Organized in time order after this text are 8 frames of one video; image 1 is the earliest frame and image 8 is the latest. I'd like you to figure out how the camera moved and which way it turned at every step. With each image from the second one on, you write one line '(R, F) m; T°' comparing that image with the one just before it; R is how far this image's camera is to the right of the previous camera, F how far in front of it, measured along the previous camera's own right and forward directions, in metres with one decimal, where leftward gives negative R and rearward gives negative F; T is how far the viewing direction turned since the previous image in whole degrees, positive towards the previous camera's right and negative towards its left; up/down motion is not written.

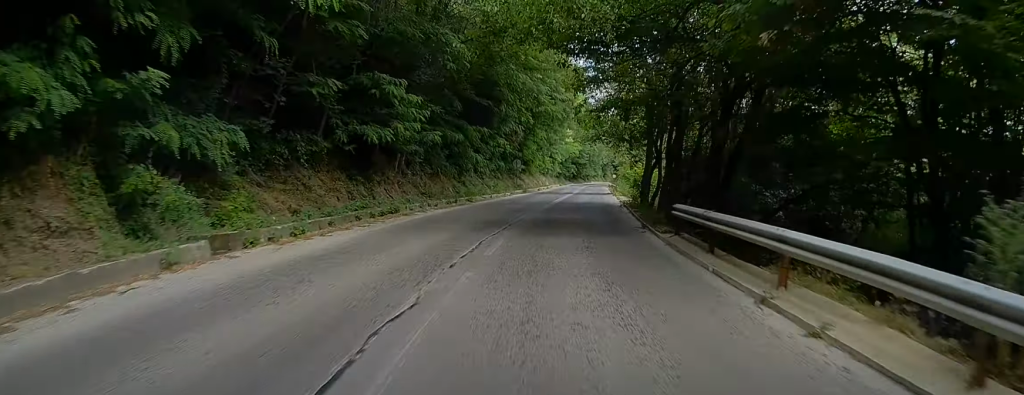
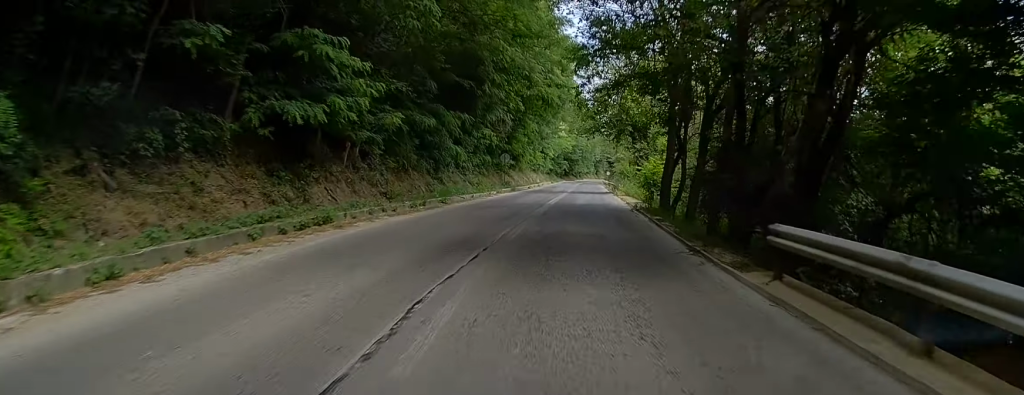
(+0.1, +7.0) m; +1°
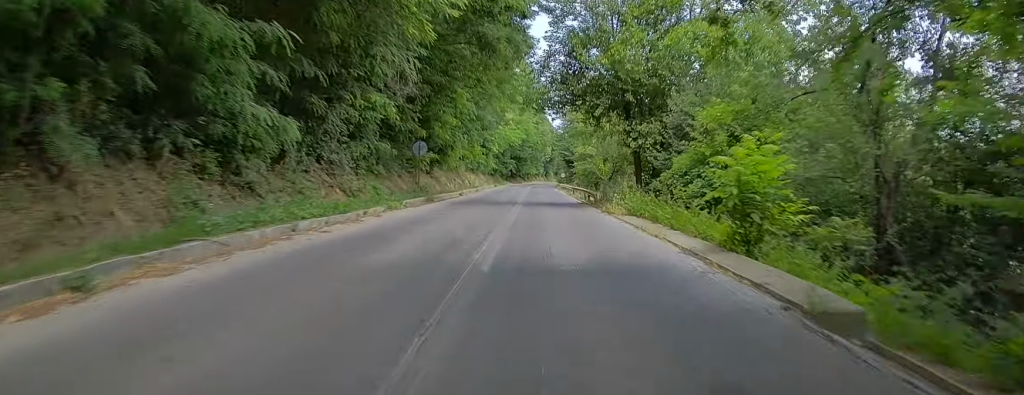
(+0.8, +21.5) m; +3°
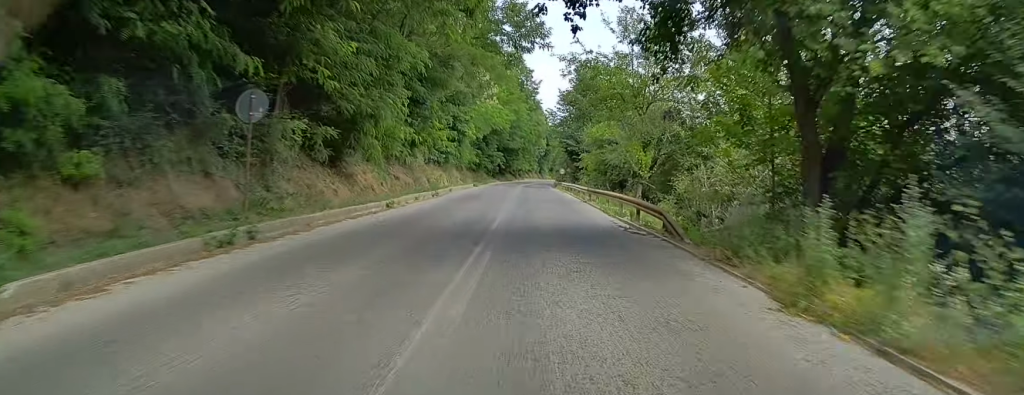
(+0.2, +21.5) m; 0°
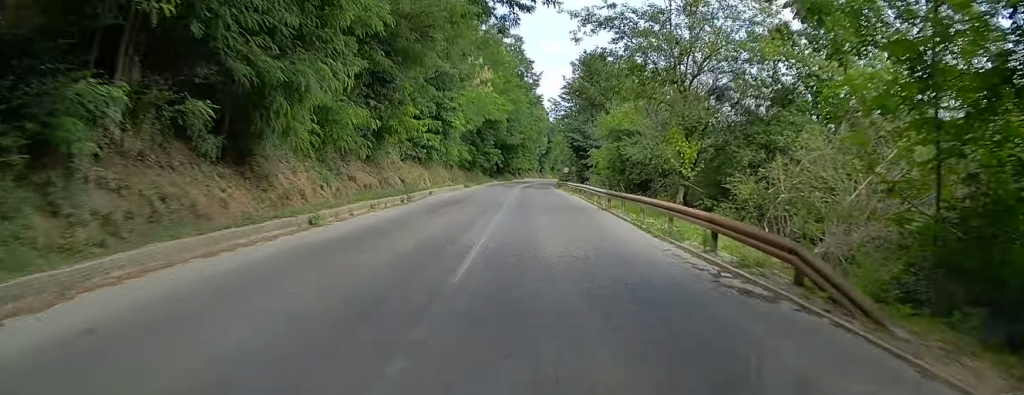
(0.0, +8.7) m; 0°
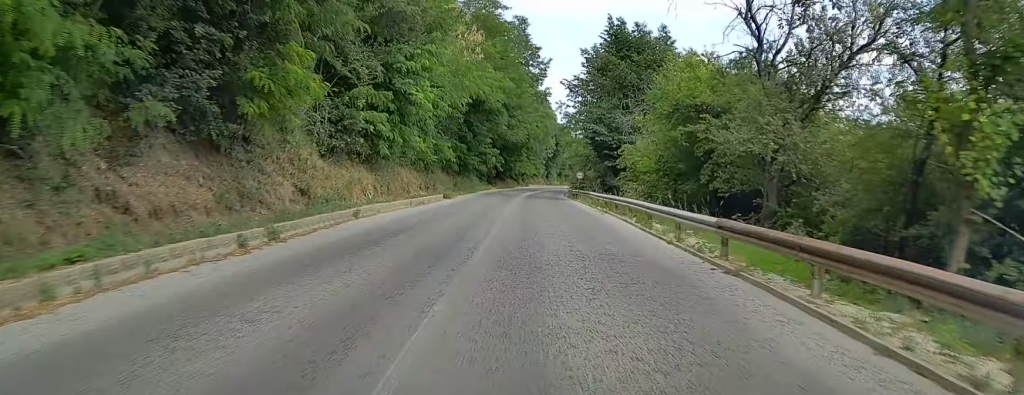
(-0.1, +15.8) m; +1°
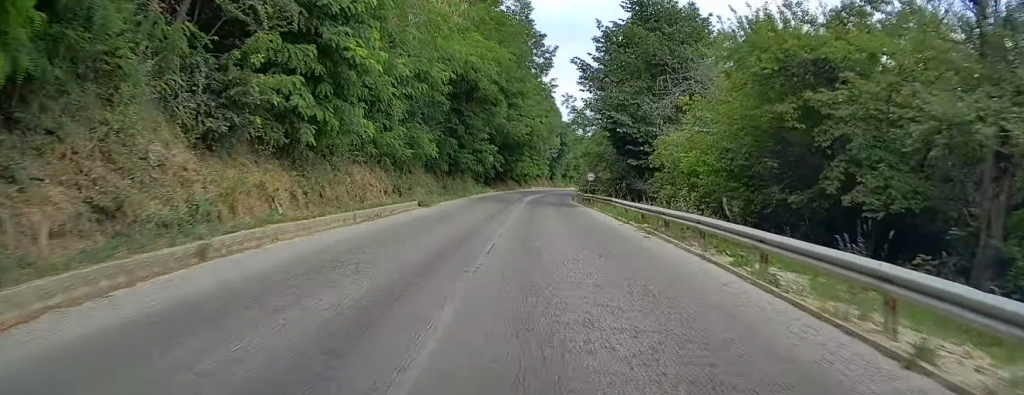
(+0.2, +9.4) m; +1°
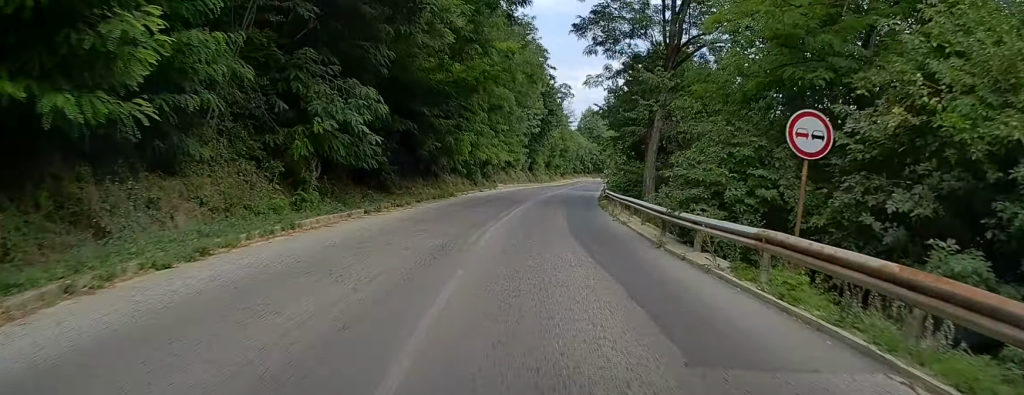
(+1.0, +50.1) m; +4°
